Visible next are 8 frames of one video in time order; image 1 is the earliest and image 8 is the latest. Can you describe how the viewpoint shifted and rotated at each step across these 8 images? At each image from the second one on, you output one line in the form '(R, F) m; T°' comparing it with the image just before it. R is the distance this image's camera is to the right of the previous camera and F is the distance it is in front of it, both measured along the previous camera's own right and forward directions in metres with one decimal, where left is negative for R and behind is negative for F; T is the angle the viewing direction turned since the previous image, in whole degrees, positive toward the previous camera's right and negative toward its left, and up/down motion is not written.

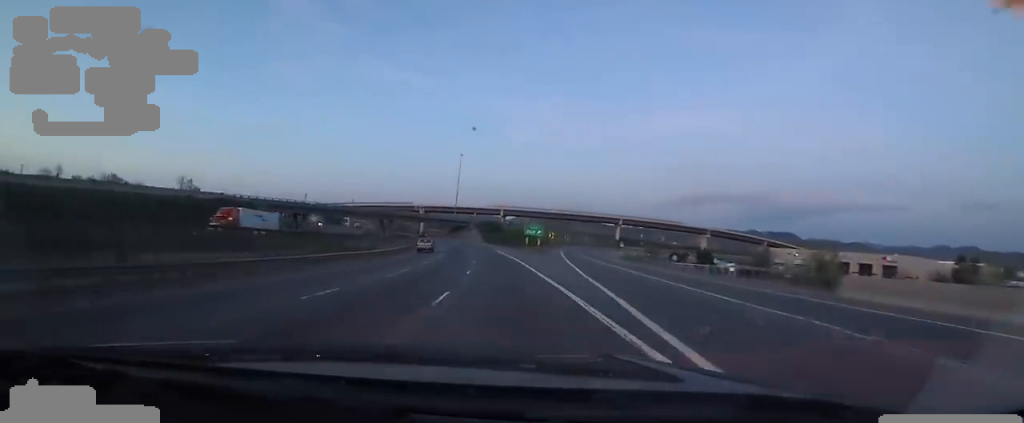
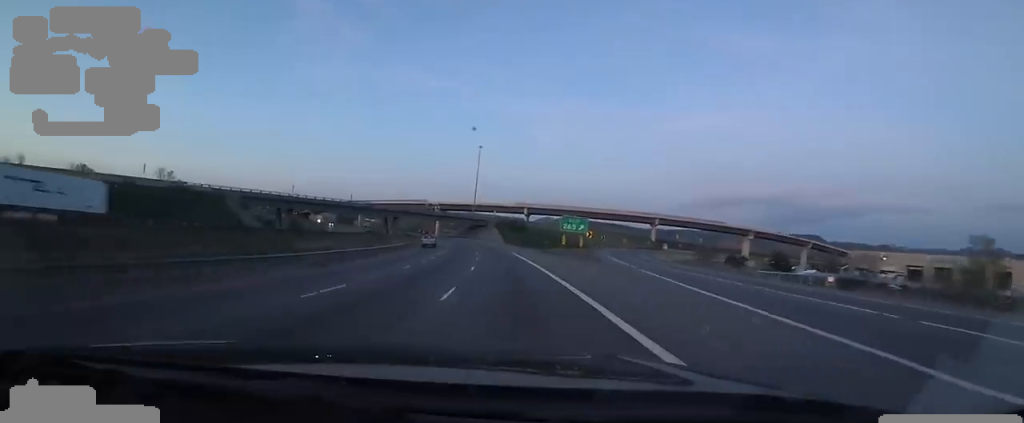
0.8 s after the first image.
(-0.6, +24.0) m; -3°
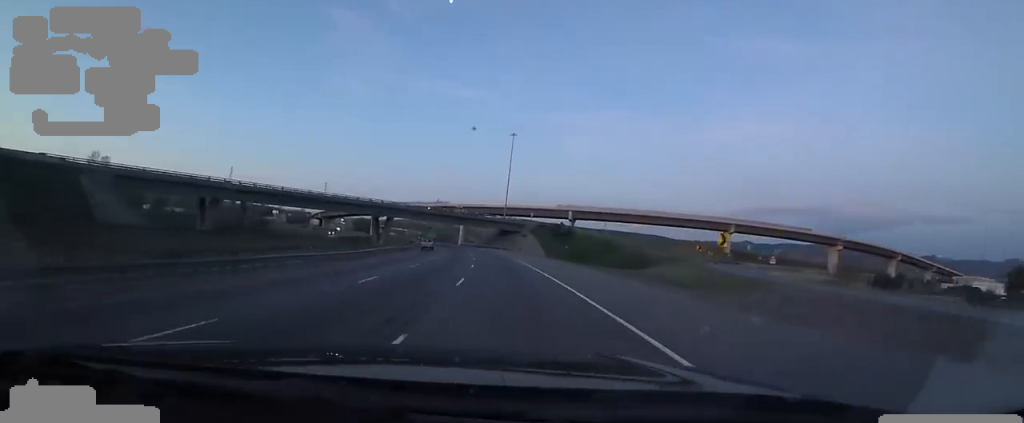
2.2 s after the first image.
(-1.6, +44.3) m; -4°
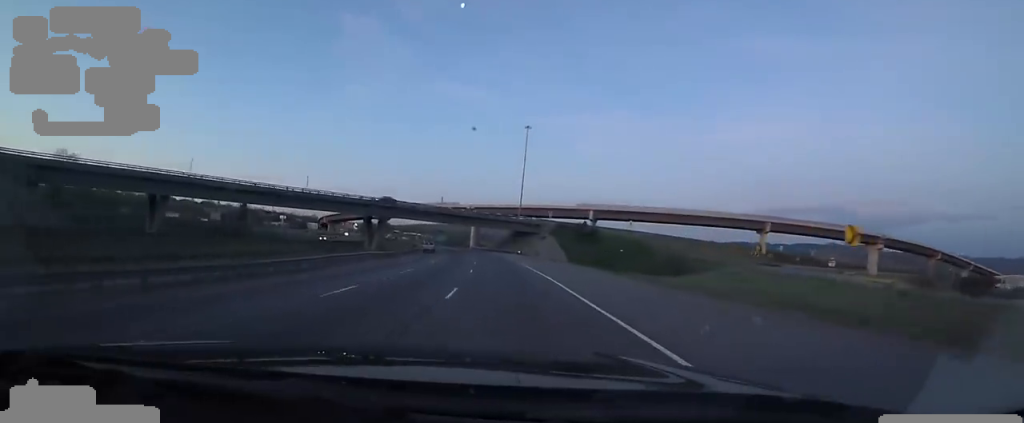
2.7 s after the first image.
(-0.2, +15.9) m; -2°
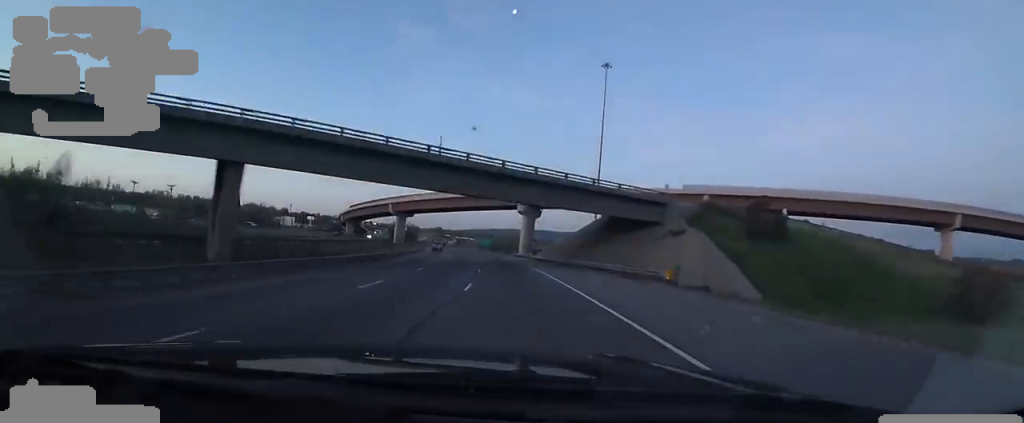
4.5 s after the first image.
(-3.8, +58.9) m; -7°
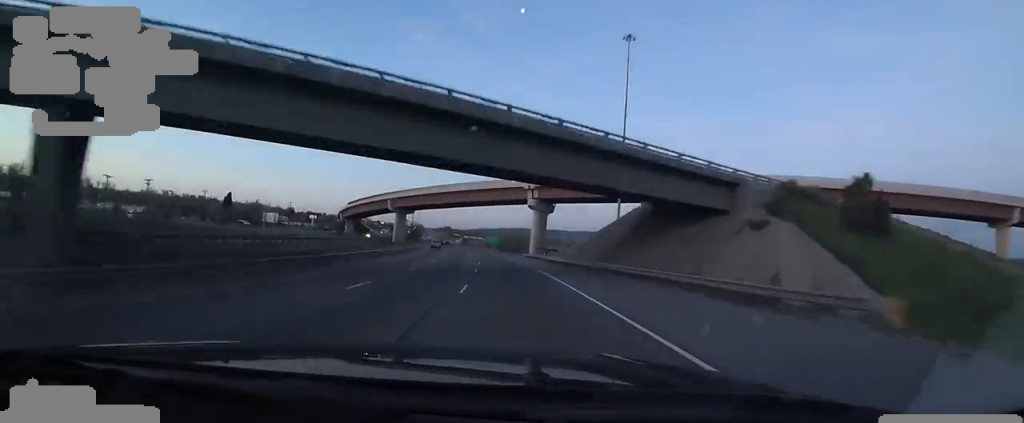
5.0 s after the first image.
(-0.5, +13.5) m; -1°
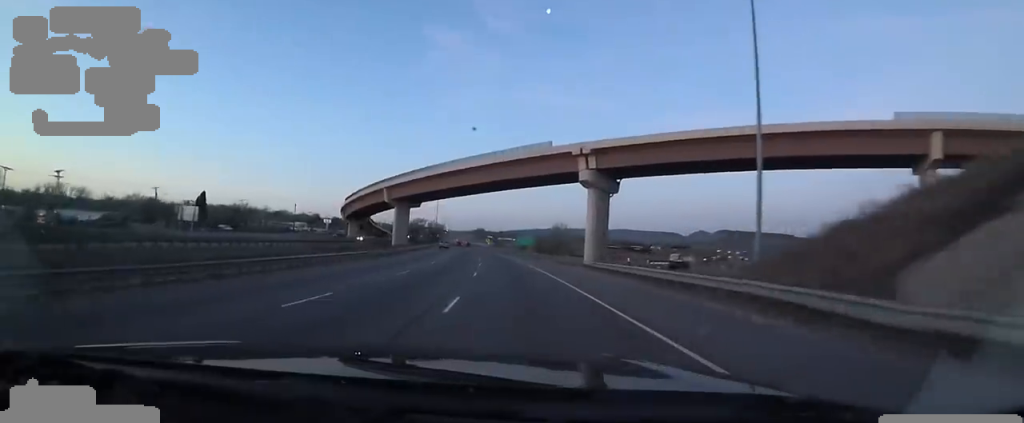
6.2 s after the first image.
(-0.5, +39.2) m; -3°
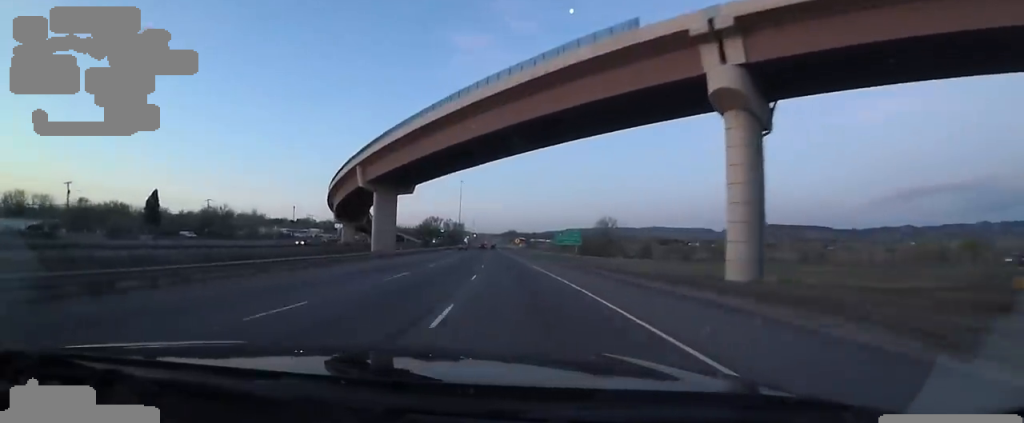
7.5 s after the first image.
(-1.7, +38.6) m; -5°
